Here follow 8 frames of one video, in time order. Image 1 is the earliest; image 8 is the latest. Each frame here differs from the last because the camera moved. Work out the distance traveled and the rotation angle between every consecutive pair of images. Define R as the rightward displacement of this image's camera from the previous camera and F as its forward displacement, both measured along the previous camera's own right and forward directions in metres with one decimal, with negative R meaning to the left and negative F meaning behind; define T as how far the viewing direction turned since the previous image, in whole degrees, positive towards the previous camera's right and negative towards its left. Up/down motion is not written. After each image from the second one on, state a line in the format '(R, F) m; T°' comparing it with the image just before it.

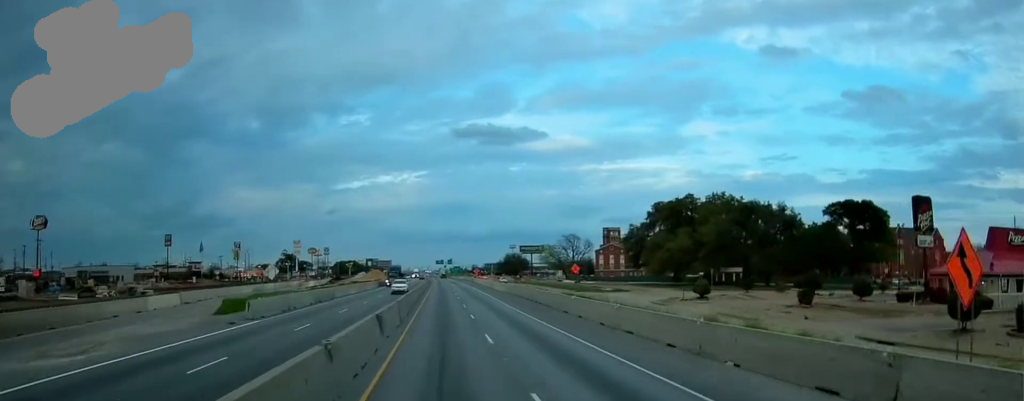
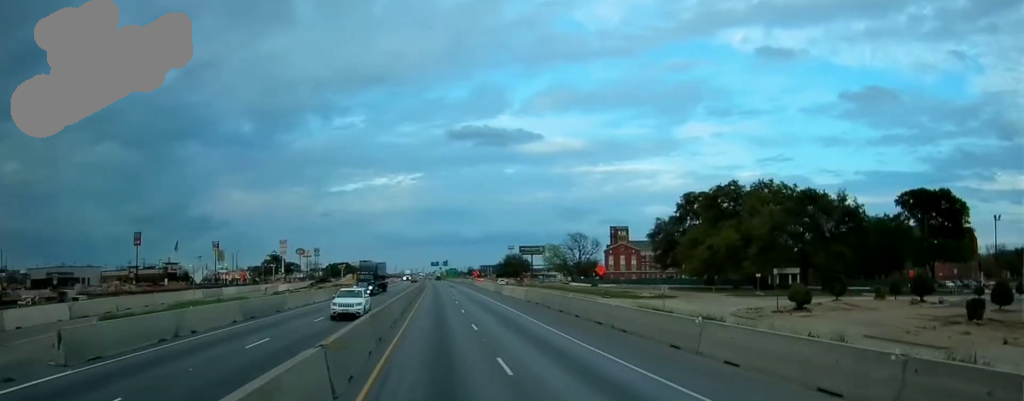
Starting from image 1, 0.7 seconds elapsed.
(+0.3, +17.6) m; +1°
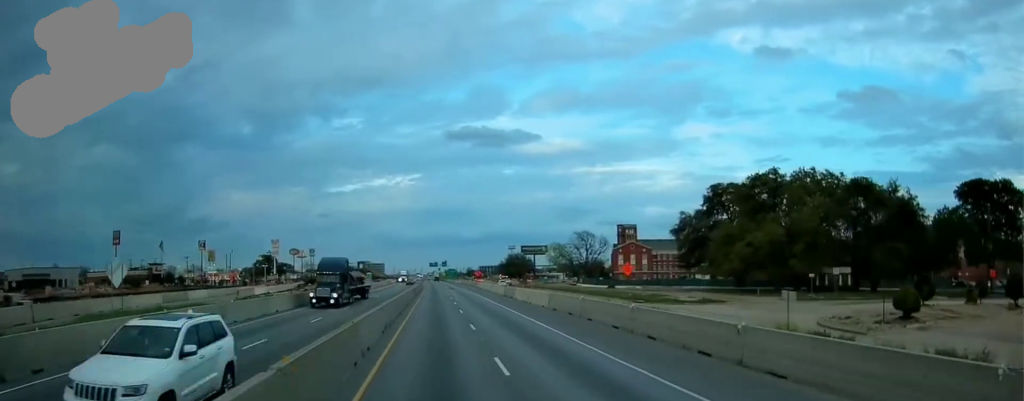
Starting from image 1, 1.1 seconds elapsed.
(0.0, +11.6) m; 0°
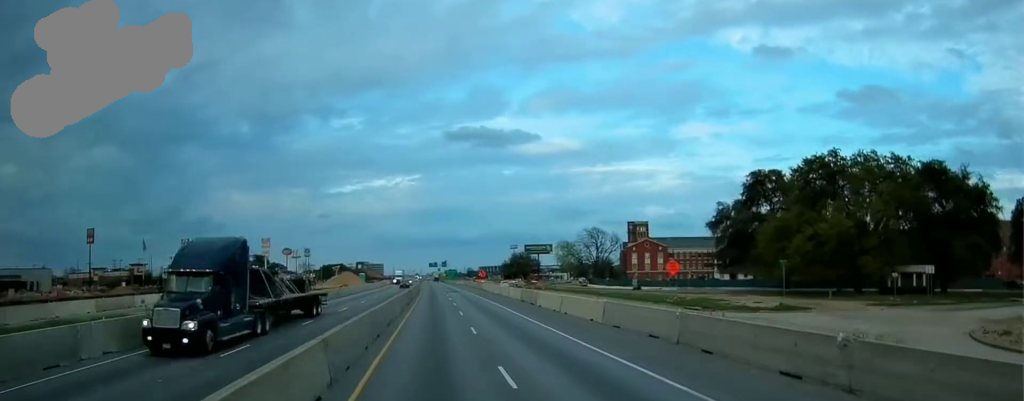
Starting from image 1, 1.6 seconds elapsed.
(+0.1, +12.4) m; -1°
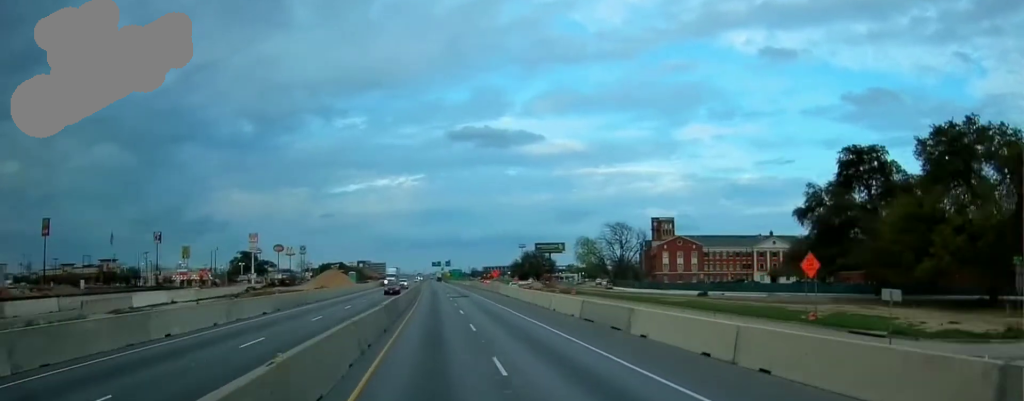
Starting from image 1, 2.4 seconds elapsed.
(-0.3, +21.6) m; 0°
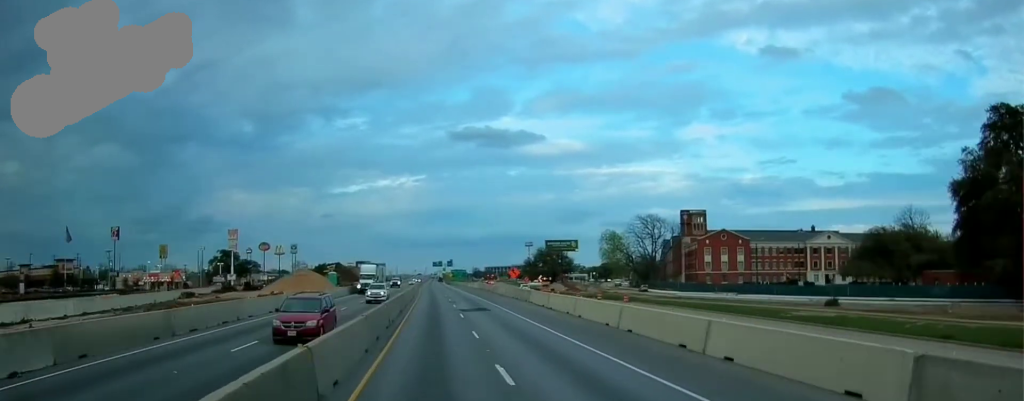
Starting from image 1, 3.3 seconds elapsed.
(+0.1, +25.3) m; 0°
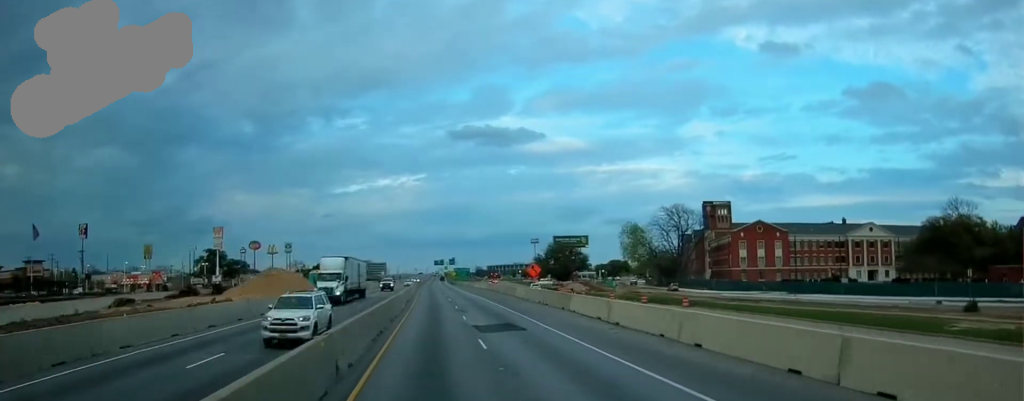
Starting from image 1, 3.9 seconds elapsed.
(+0.1, +15.4) m; 0°
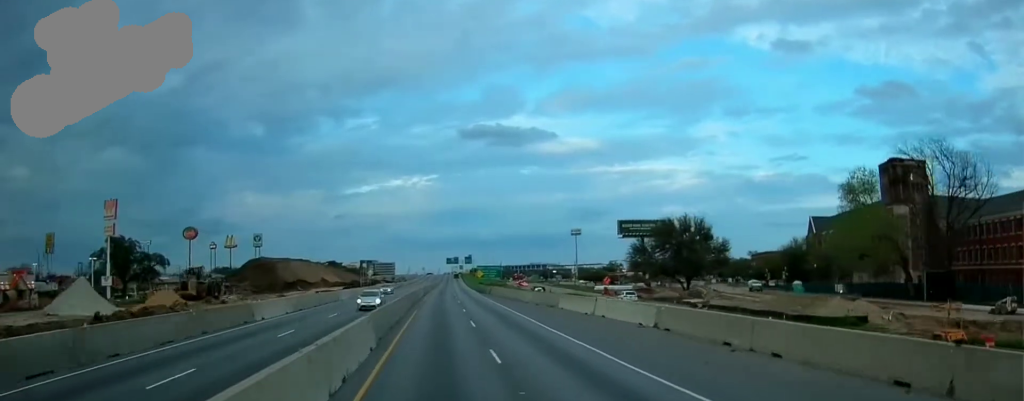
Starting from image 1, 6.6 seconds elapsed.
(-0.9, +74.2) m; -2°
